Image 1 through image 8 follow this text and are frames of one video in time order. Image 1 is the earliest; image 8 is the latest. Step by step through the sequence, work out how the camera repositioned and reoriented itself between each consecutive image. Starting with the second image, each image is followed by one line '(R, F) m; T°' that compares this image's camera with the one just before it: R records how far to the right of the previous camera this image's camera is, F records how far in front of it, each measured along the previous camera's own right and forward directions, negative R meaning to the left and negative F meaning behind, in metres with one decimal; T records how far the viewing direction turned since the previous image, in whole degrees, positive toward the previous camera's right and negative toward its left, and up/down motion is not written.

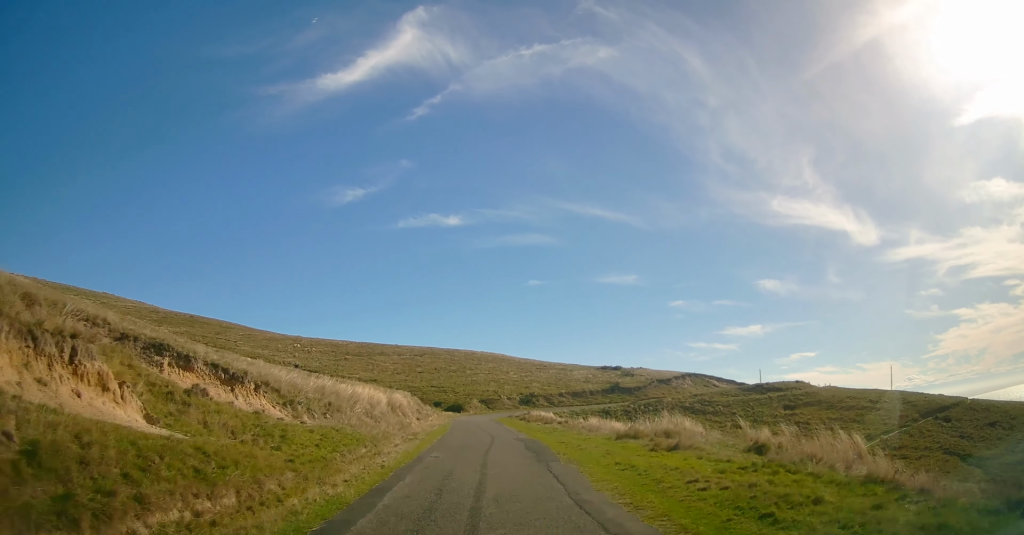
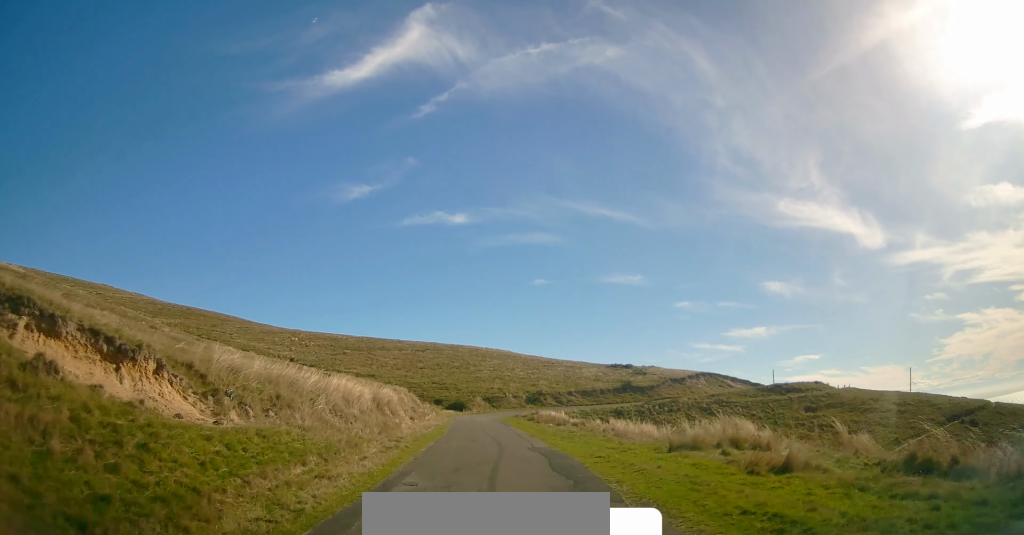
(-0.1, +6.3) m; 0°
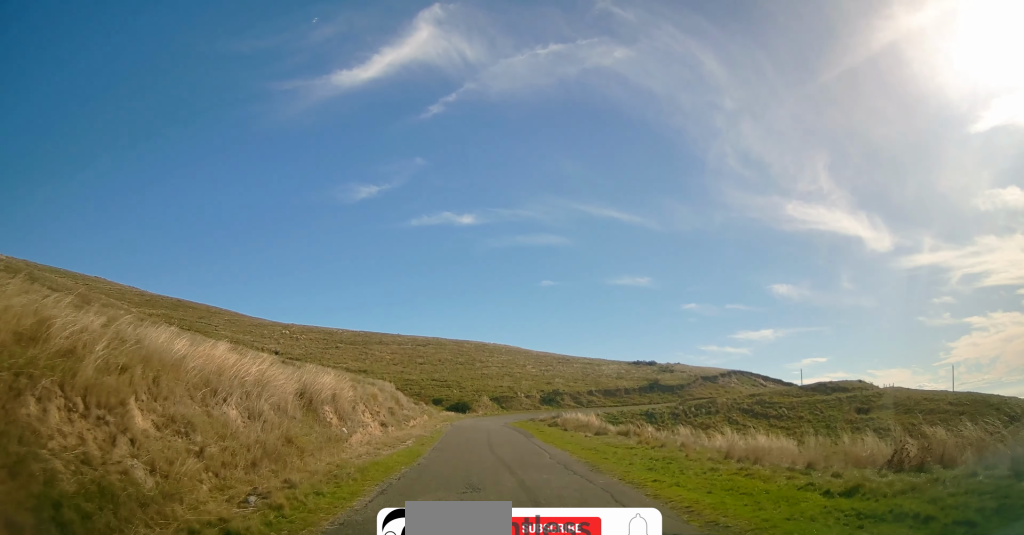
(+0.2, +13.5) m; 0°
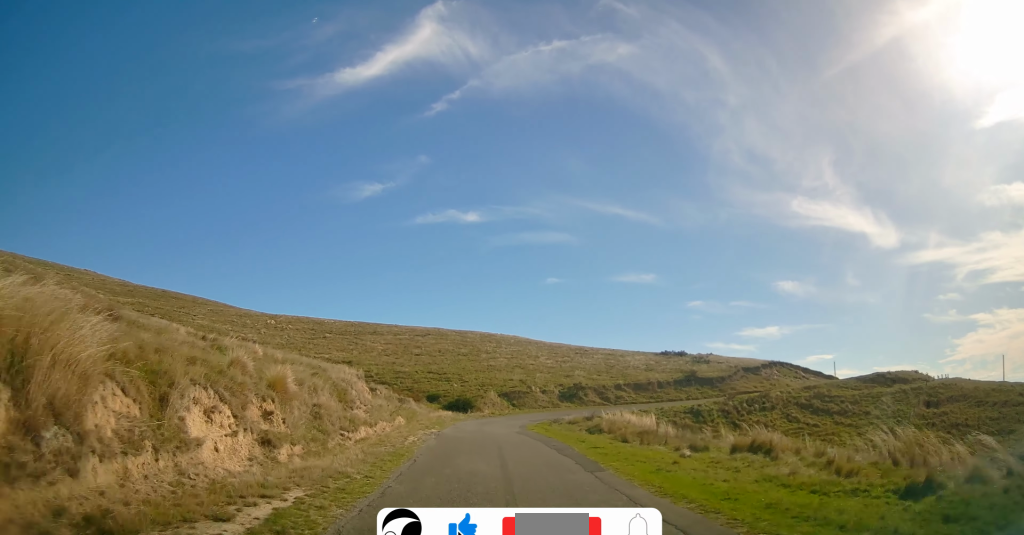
(-0.2, +14.9) m; 0°
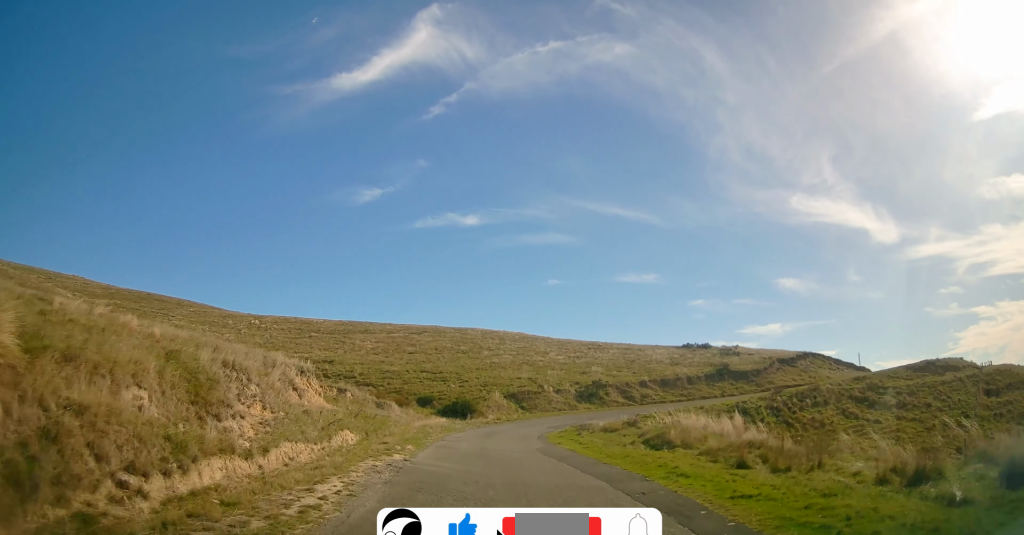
(+0.1, +10.7) m; 0°
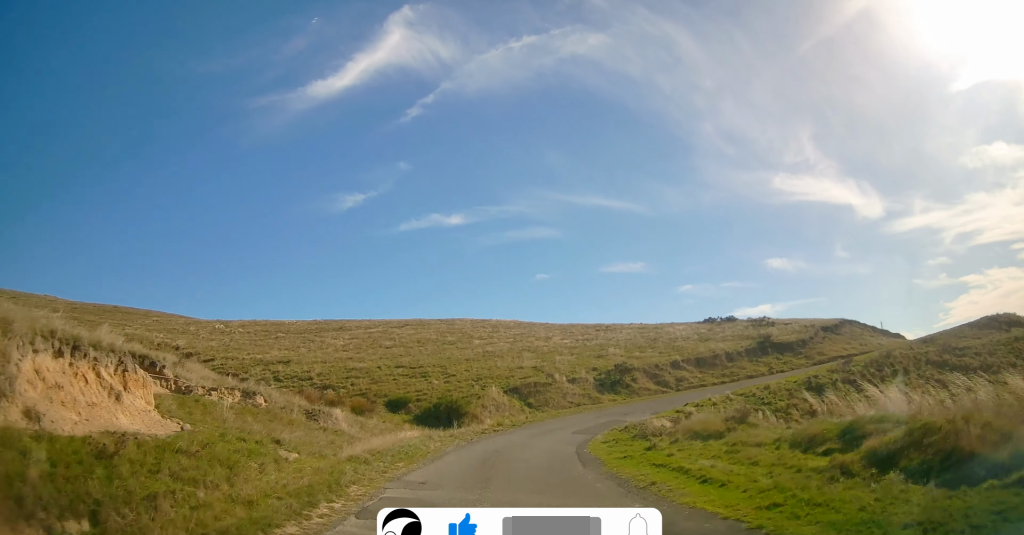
(-0.3, +13.6) m; -1°
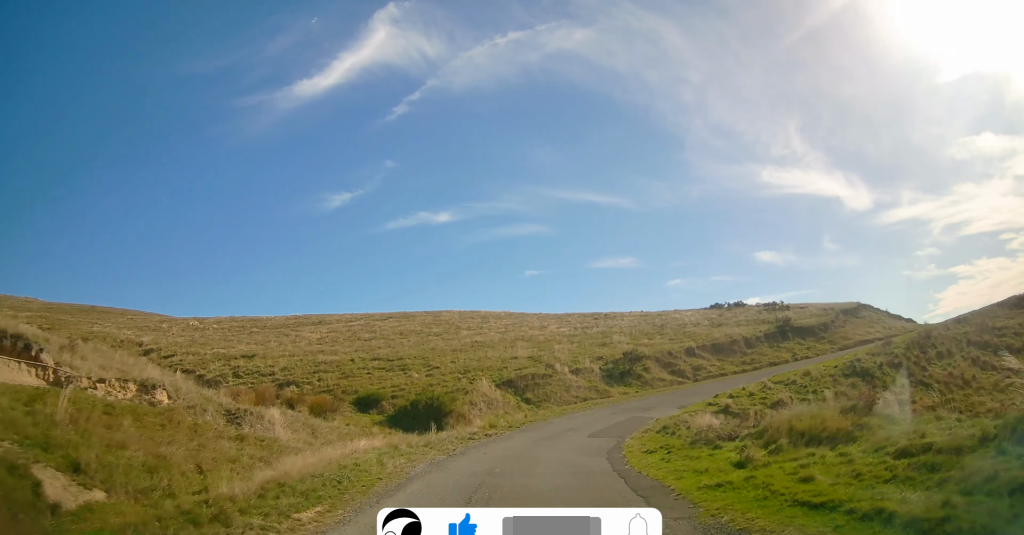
(-0.2, +6.6) m; +2°
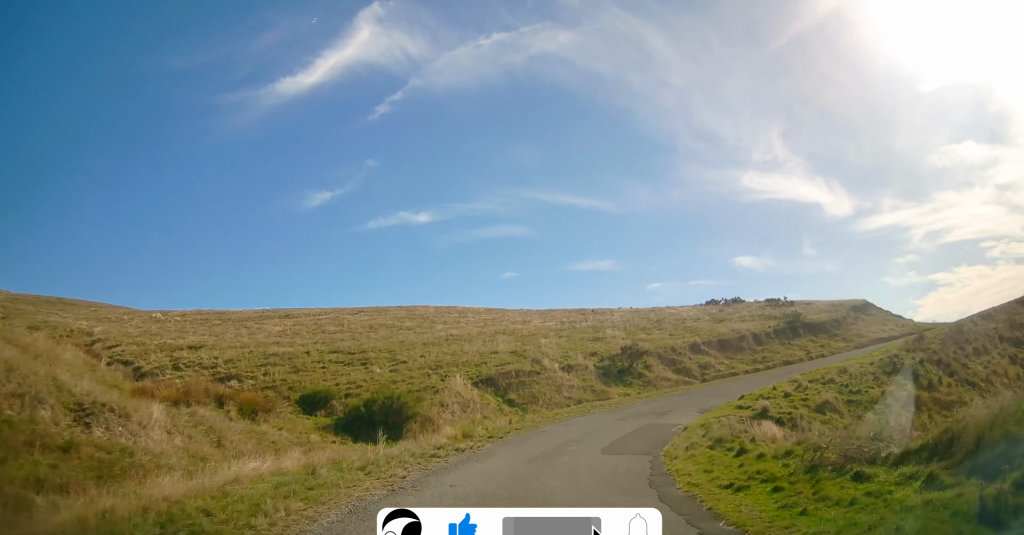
(+0.2, +5.9) m; +4°
